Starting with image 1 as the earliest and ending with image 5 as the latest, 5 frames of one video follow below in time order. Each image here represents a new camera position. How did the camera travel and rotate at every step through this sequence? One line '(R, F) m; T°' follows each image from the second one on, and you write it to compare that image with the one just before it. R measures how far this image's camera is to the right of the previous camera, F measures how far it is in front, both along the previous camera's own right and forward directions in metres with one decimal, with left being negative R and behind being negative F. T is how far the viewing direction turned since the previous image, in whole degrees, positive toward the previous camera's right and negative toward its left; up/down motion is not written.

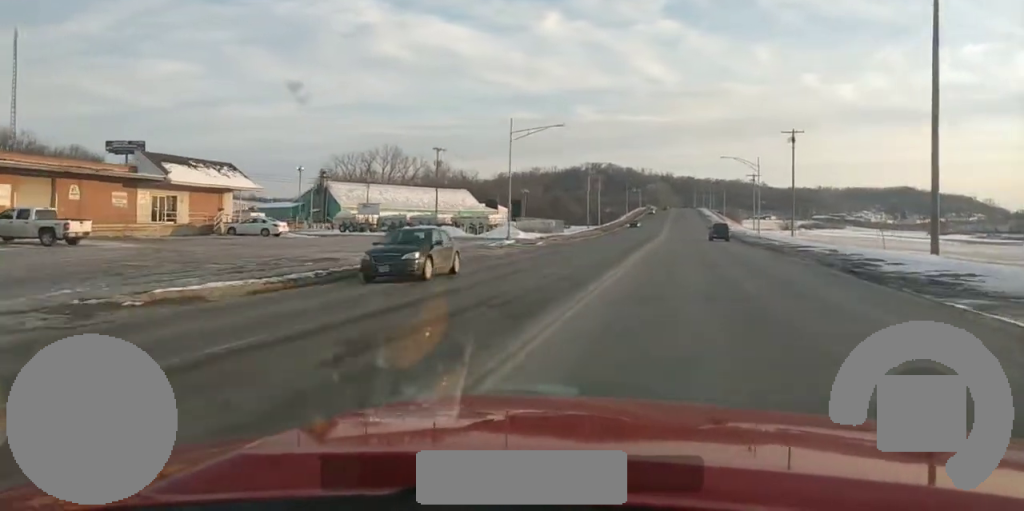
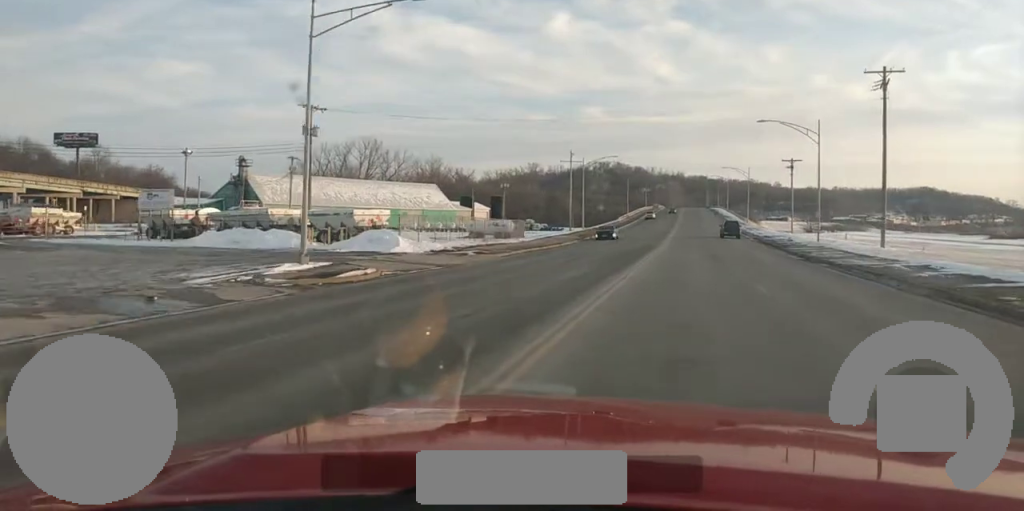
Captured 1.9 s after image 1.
(-0.3, +35.6) m; 0°
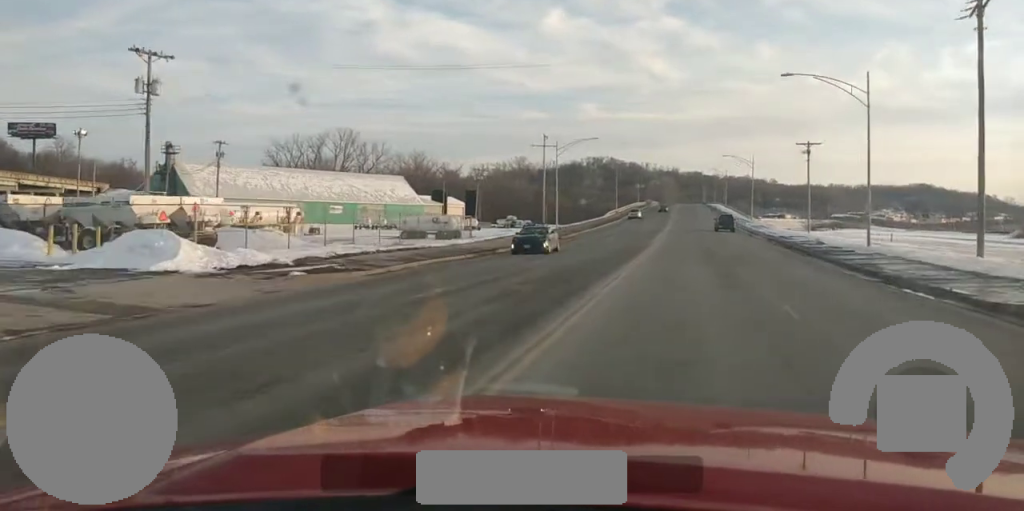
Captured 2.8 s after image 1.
(+0.1, +18.2) m; +1°
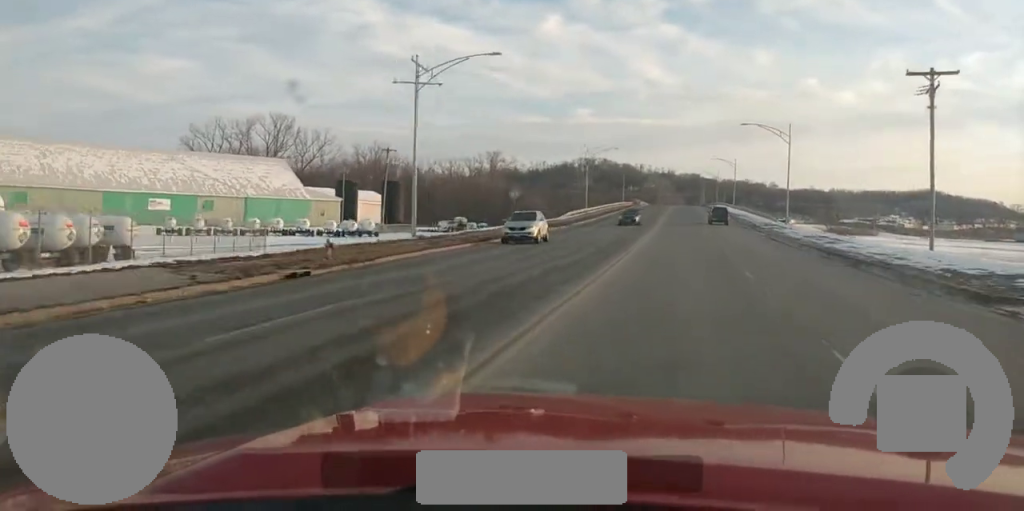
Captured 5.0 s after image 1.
(+0.2, +43.4) m; -1°
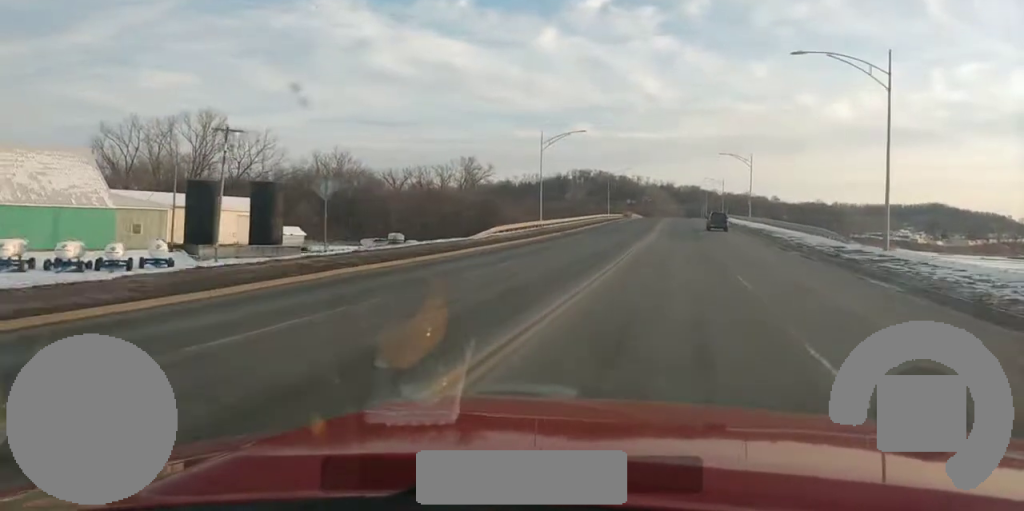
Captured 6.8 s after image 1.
(-0.5, +34.9) m; -1°
